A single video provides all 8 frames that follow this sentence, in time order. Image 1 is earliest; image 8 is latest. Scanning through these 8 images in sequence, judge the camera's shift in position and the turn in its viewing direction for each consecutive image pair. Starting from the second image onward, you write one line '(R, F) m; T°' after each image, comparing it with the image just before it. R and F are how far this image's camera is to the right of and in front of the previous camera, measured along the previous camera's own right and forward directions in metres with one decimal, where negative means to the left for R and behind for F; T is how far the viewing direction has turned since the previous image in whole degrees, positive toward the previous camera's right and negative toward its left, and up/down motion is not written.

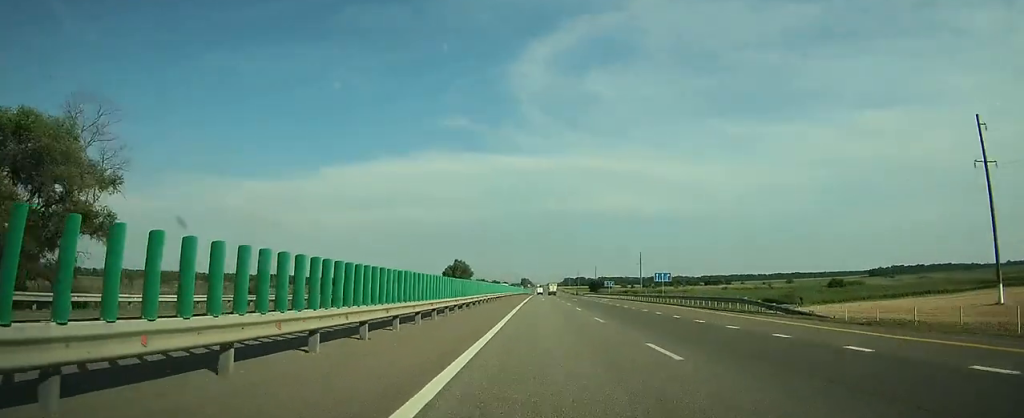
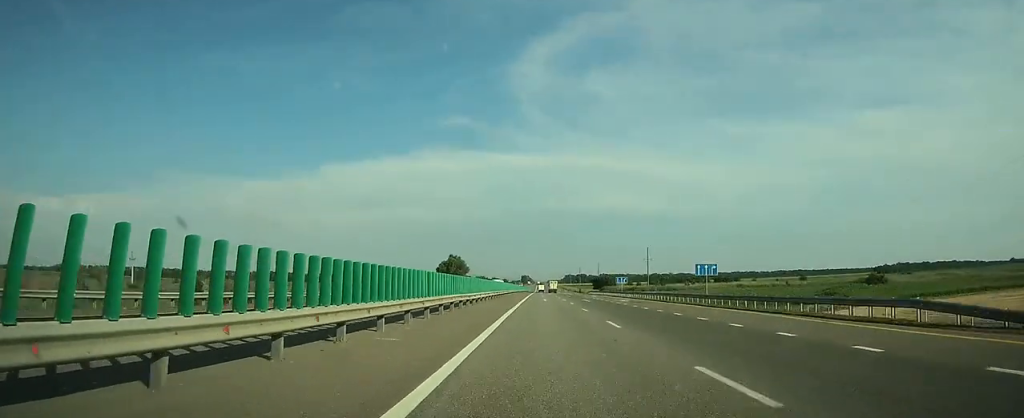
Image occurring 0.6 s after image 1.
(0.0, +16.1) m; 0°
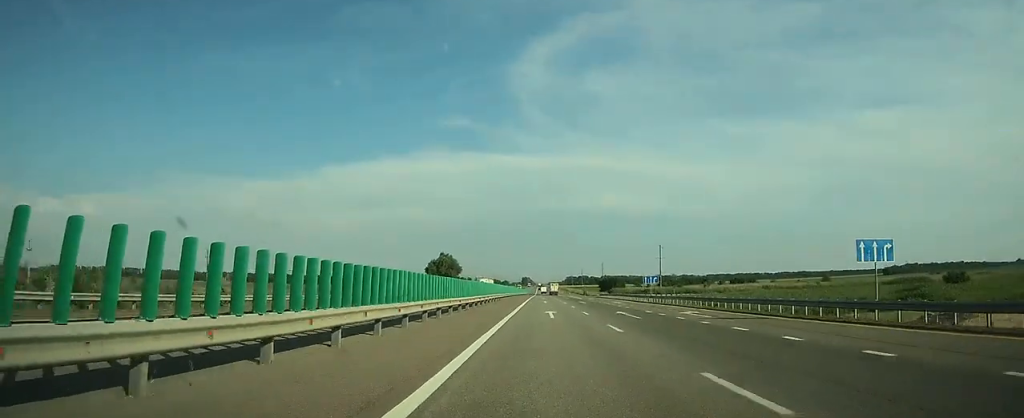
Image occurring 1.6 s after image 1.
(0.0, +24.0) m; 0°
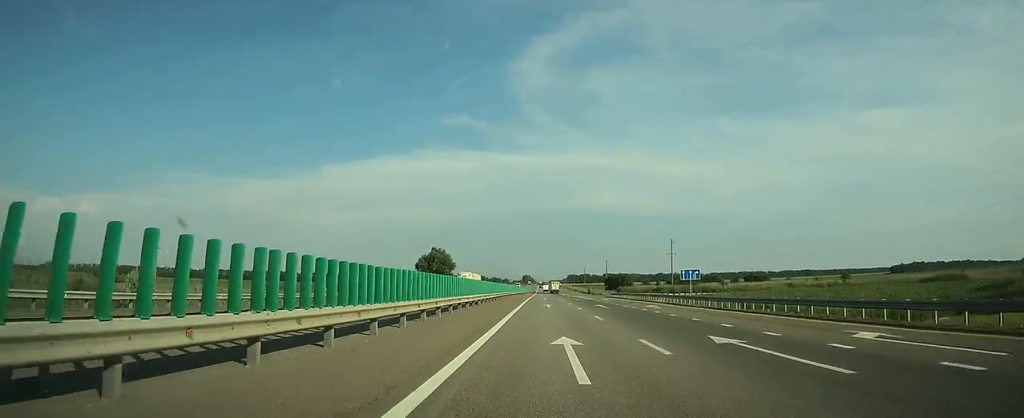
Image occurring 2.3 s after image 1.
(0.0, +18.2) m; 0°
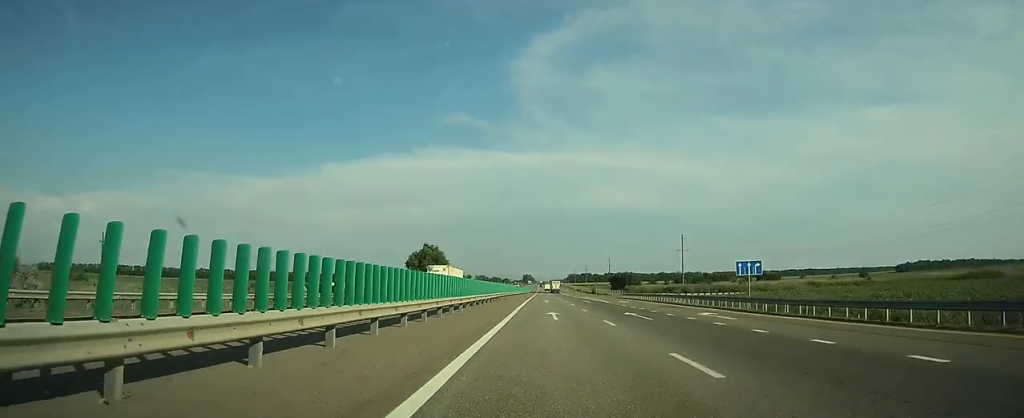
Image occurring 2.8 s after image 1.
(0.0, +14.9) m; 0°
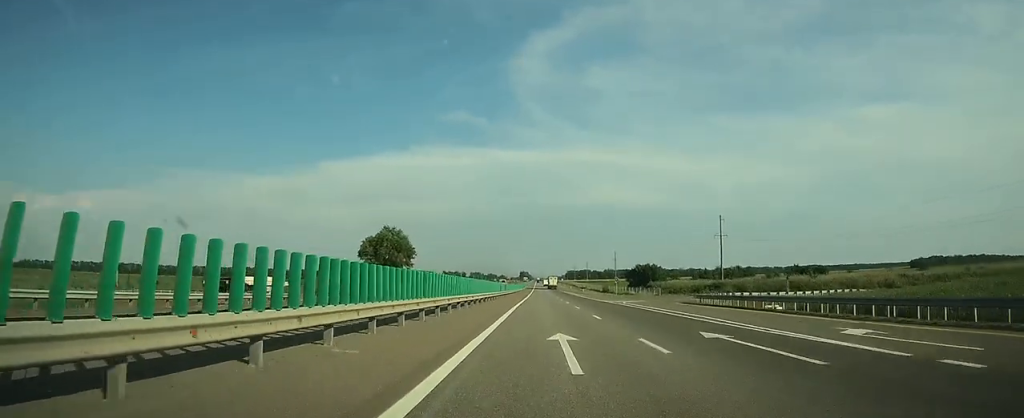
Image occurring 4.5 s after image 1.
(-0.1, +44.1) m; -1°
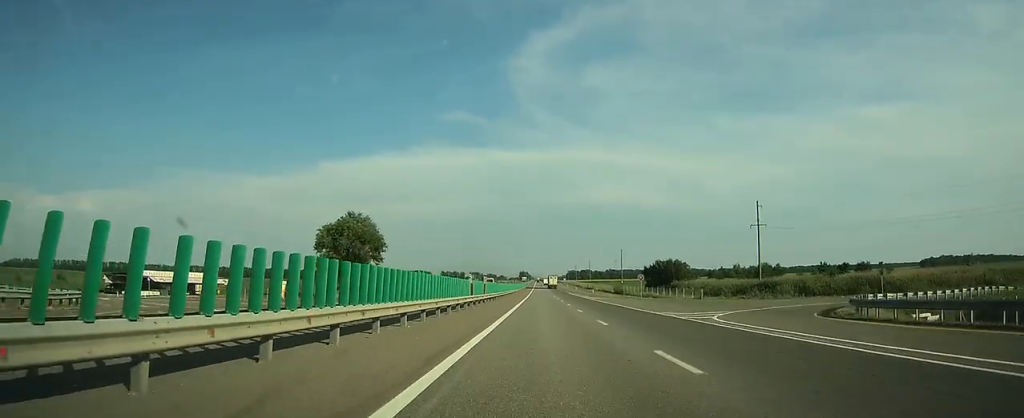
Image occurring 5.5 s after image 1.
(-0.1, +25.9) m; 0°
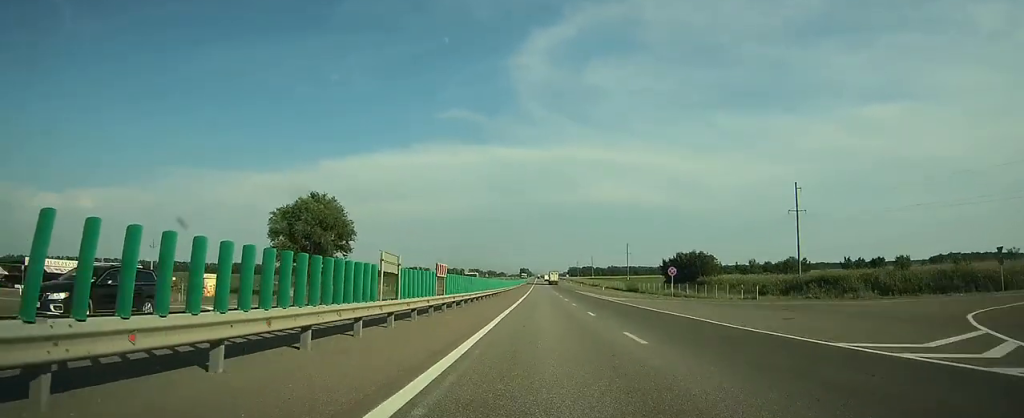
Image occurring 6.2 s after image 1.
(0.0, +18.8) m; 0°
